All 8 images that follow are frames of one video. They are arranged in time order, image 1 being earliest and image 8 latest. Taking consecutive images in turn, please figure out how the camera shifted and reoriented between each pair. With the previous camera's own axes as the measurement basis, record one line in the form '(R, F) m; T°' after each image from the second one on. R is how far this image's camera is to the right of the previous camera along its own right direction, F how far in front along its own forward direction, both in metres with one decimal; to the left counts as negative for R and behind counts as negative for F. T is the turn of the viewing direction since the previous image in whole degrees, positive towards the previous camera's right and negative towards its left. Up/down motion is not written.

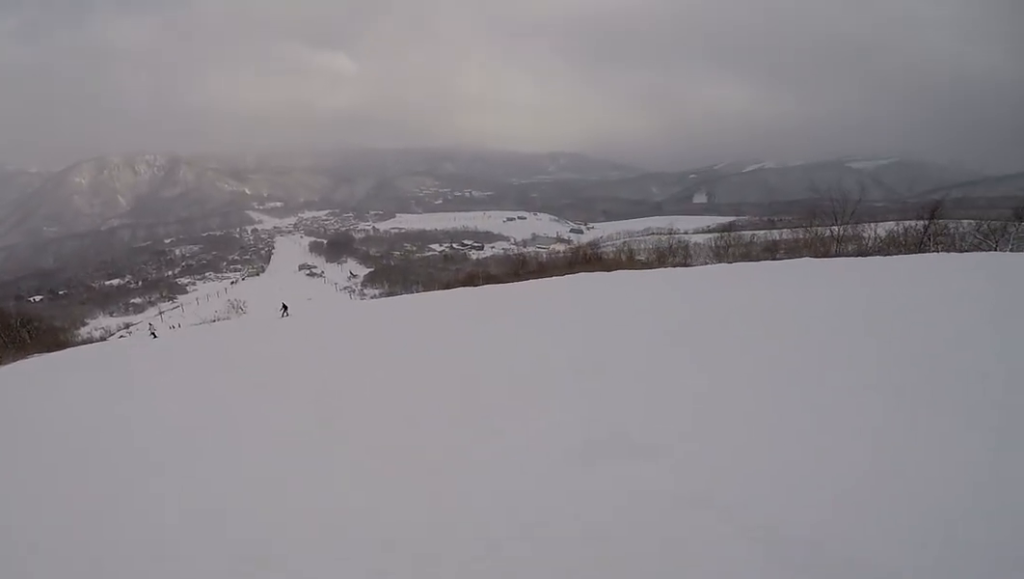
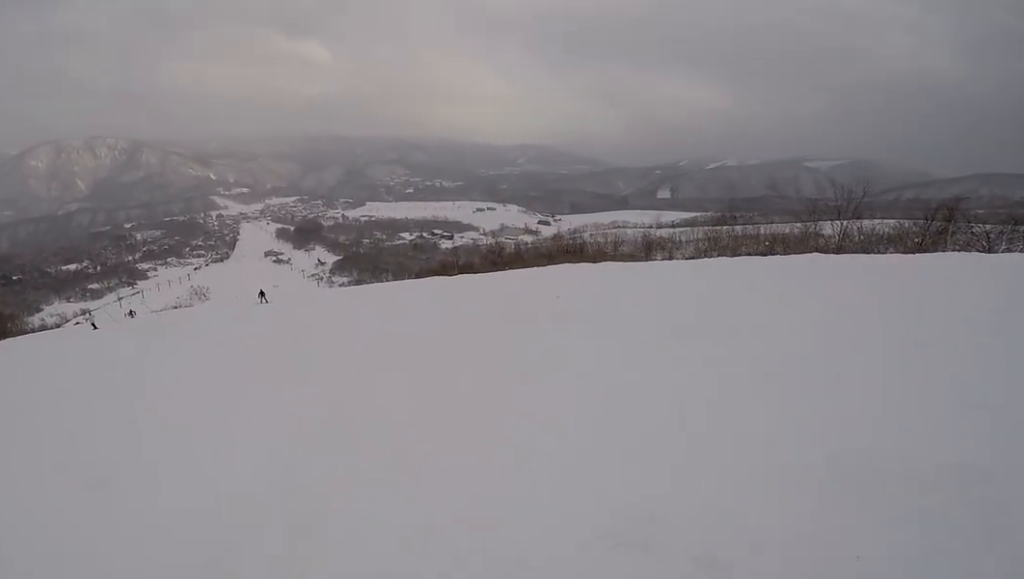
(+1.0, +2.8) m; +15°
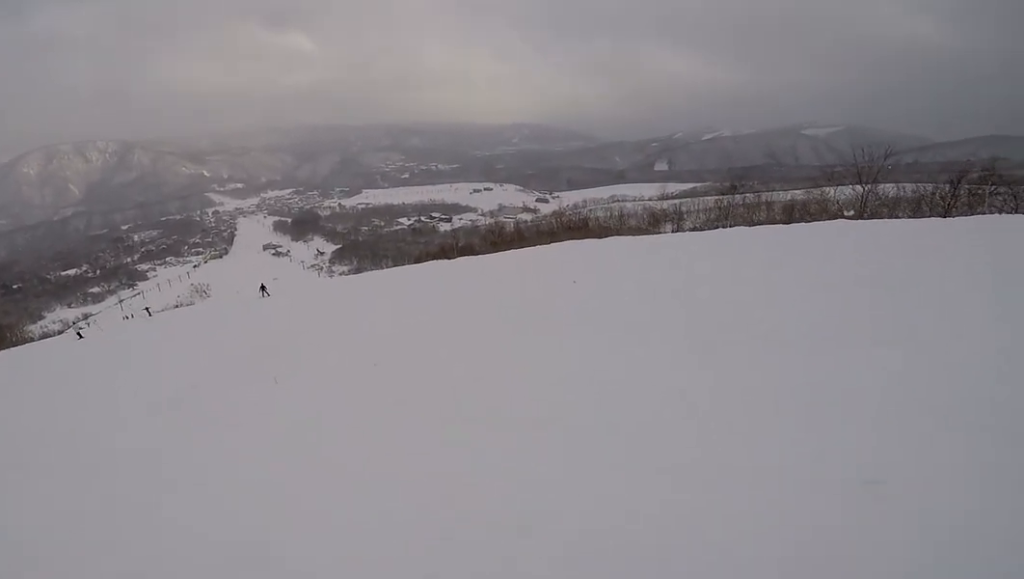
(+0.1, +1.9) m; 0°
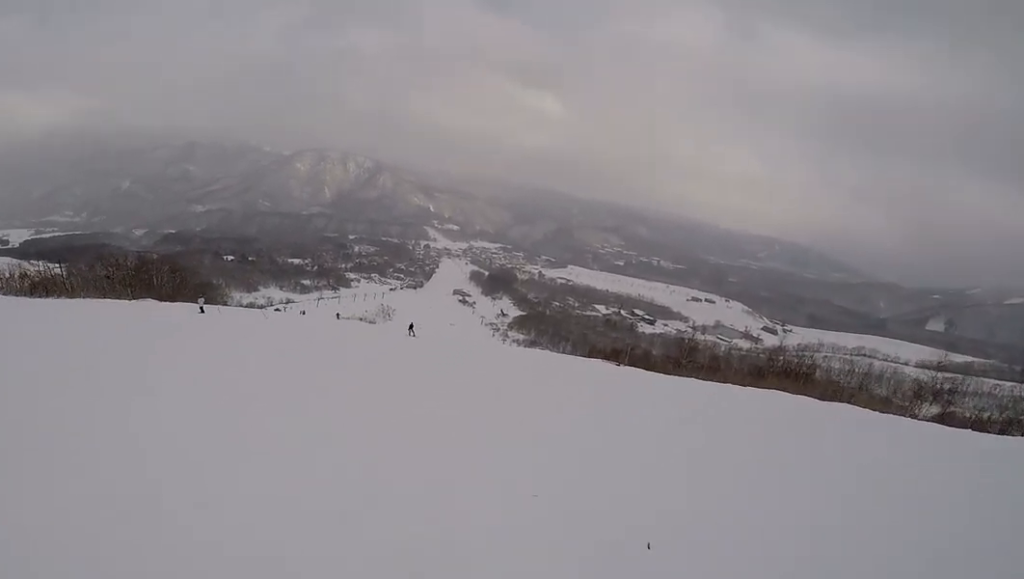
(-1.7, +7.2) m; -46°
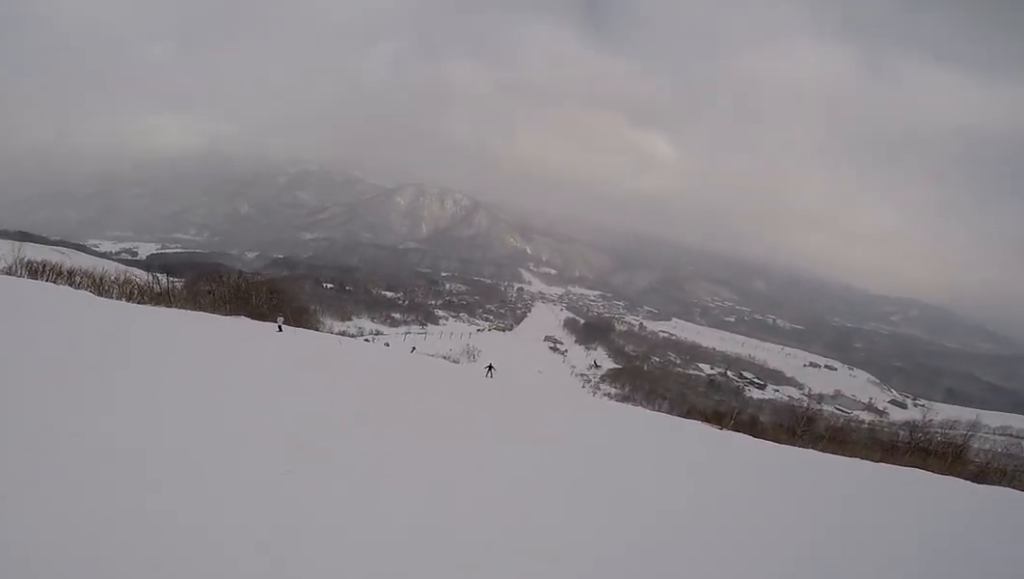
(-0.5, +1.5) m; -17°
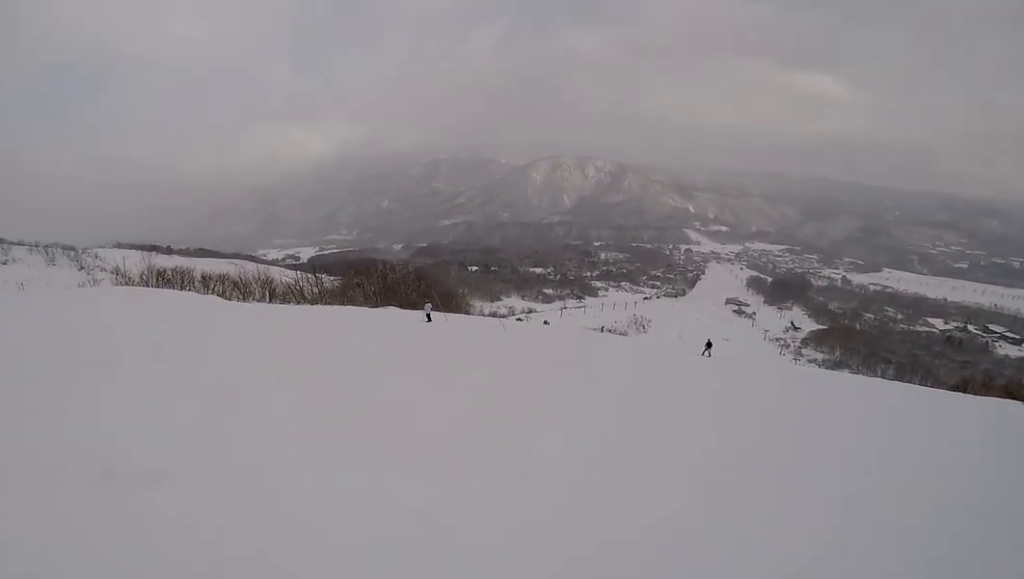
(-2.0, +7.2) m; -14°
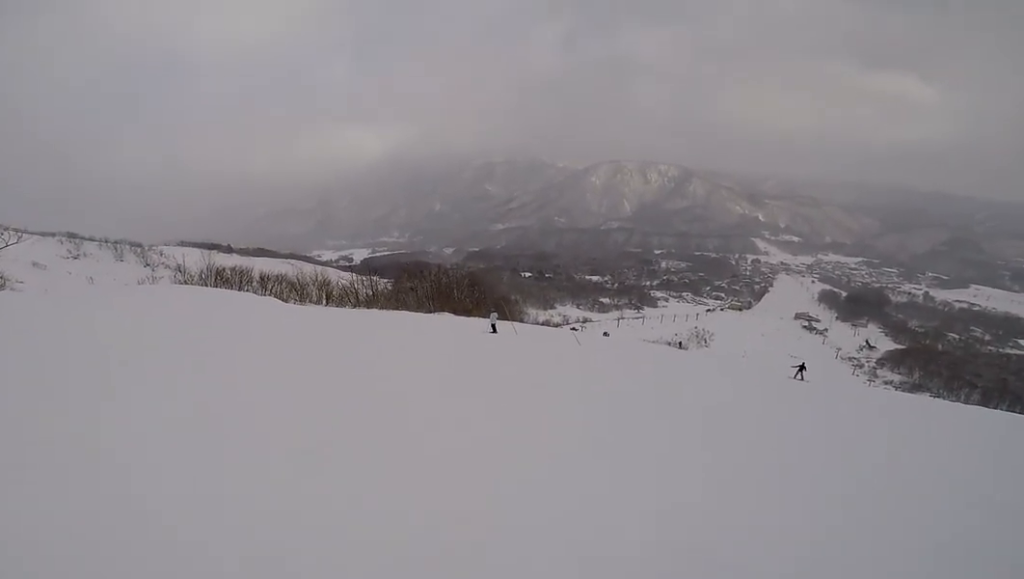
(-0.2, +2.2) m; +4°
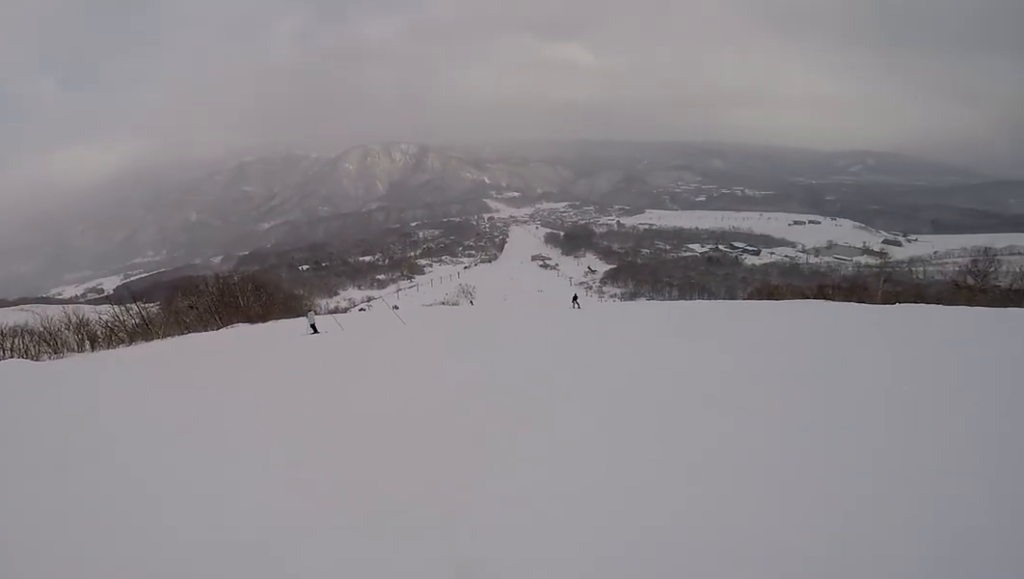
(+0.5, +2.9) m; +29°
